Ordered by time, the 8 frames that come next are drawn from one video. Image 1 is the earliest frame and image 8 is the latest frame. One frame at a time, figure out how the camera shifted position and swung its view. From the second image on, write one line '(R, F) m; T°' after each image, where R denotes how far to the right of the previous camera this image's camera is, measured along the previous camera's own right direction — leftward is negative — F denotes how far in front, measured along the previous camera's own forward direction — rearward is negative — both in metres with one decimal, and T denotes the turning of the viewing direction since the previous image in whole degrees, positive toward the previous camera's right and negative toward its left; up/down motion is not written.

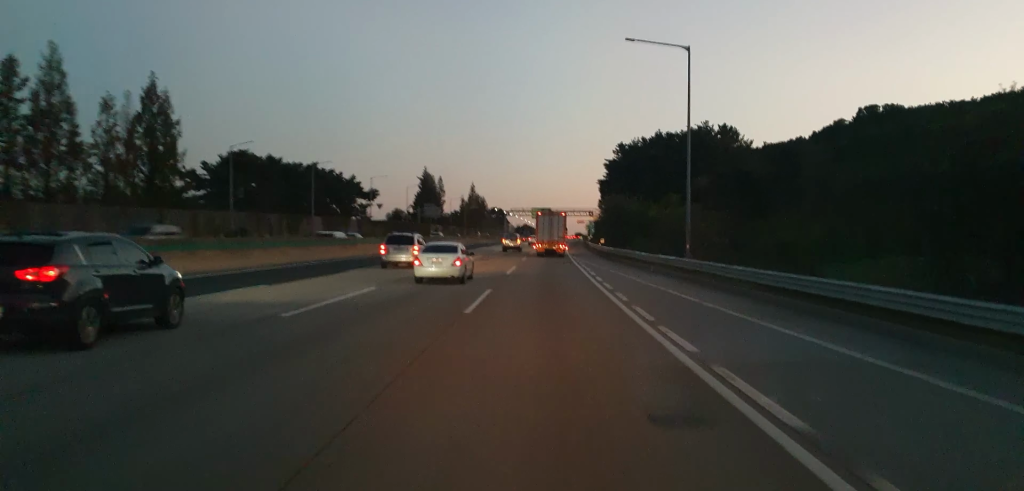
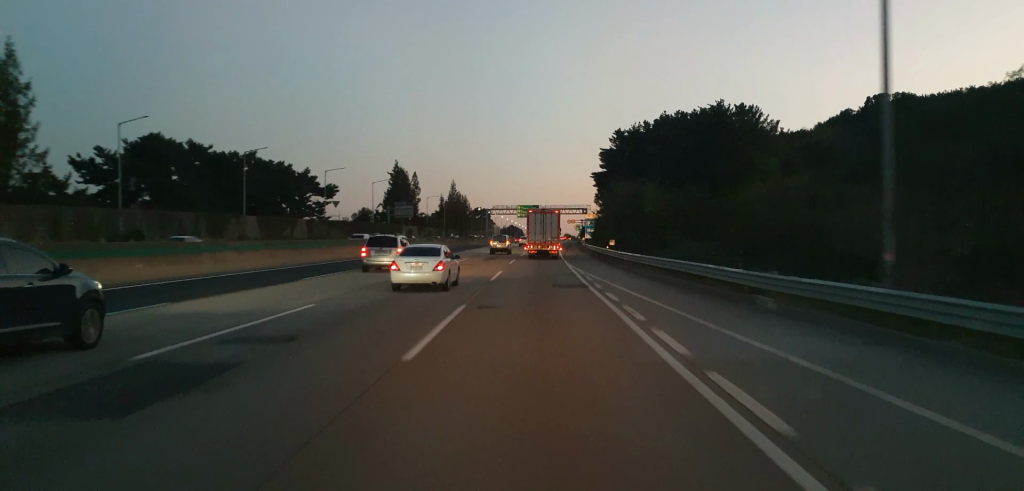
(+0.1, +24.8) m; +1°
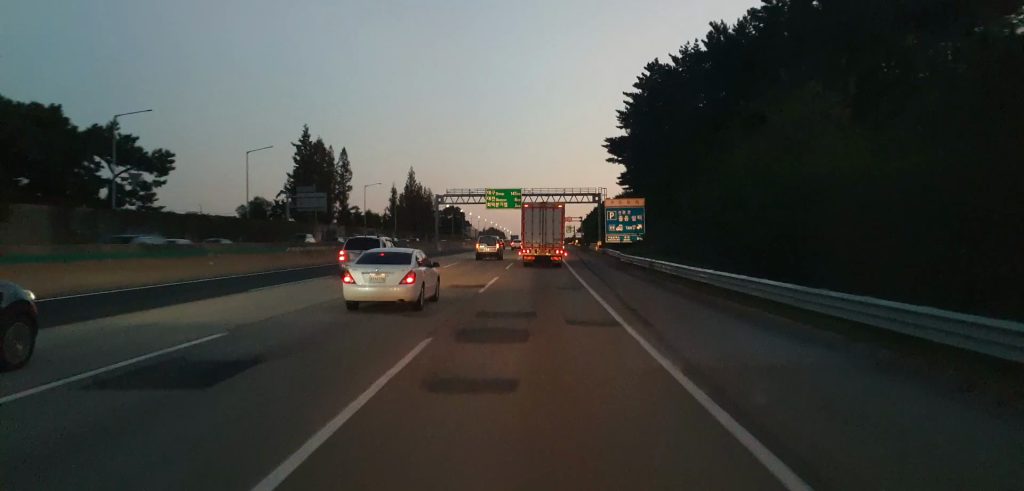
(-0.1, +64.7) m; 0°
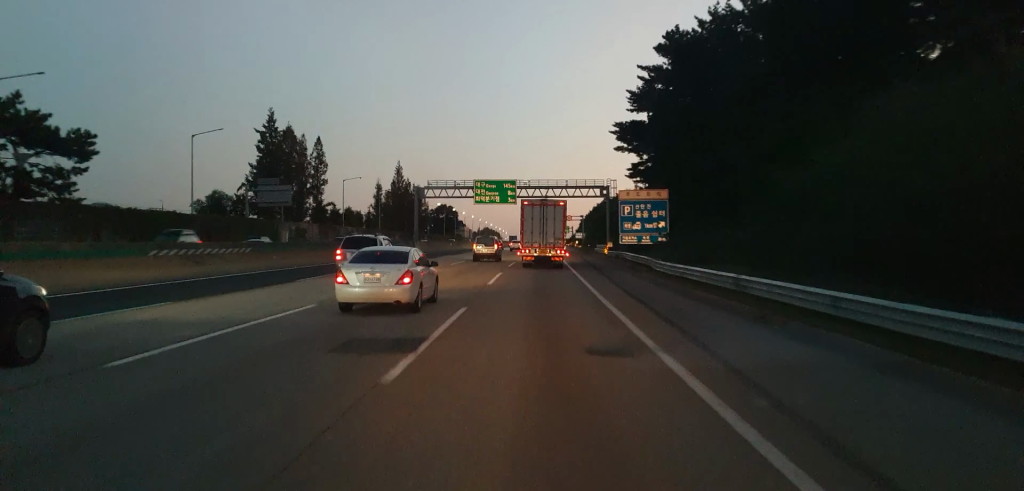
(+0.2, +15.3) m; 0°
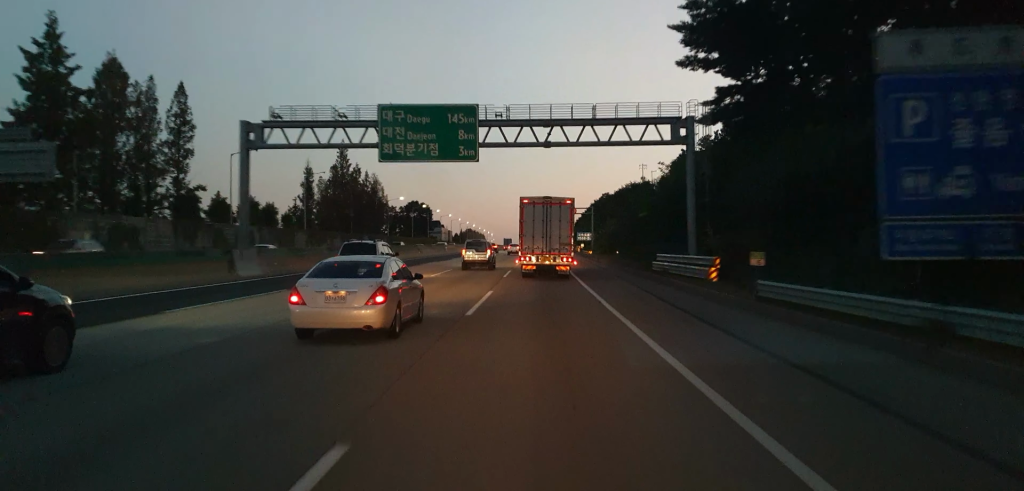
(+0.2, +49.1) m; 0°
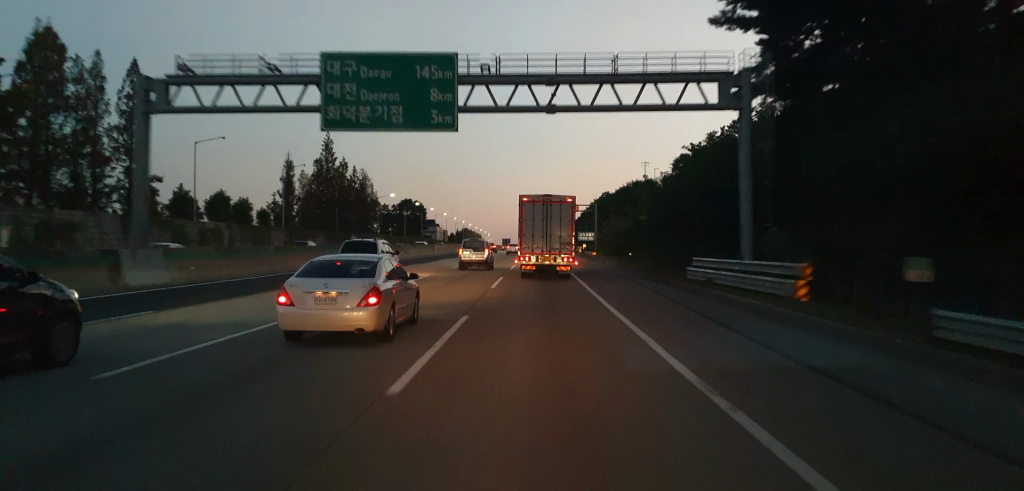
(-0.1, +9.8) m; 0°
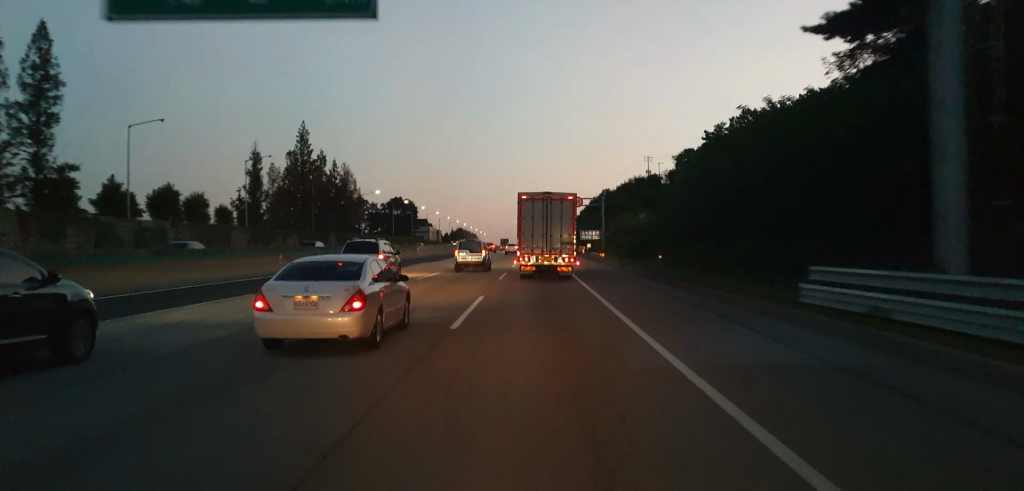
(+0.2, +13.3) m; 0°
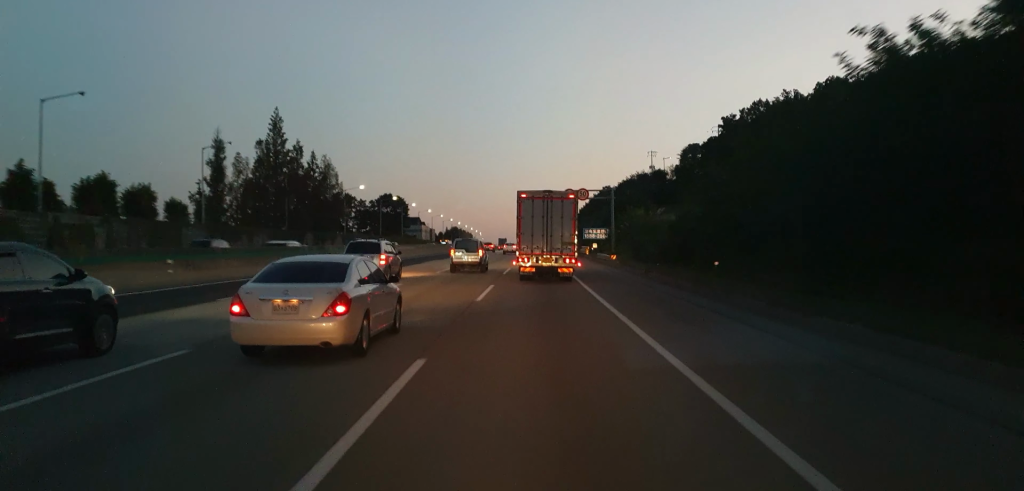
(+0.1, +12.4) m; 0°
